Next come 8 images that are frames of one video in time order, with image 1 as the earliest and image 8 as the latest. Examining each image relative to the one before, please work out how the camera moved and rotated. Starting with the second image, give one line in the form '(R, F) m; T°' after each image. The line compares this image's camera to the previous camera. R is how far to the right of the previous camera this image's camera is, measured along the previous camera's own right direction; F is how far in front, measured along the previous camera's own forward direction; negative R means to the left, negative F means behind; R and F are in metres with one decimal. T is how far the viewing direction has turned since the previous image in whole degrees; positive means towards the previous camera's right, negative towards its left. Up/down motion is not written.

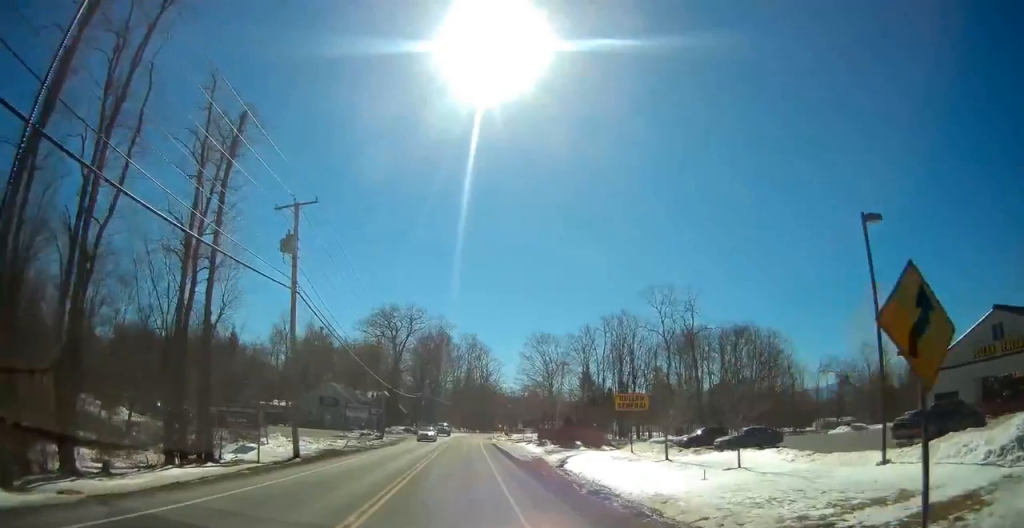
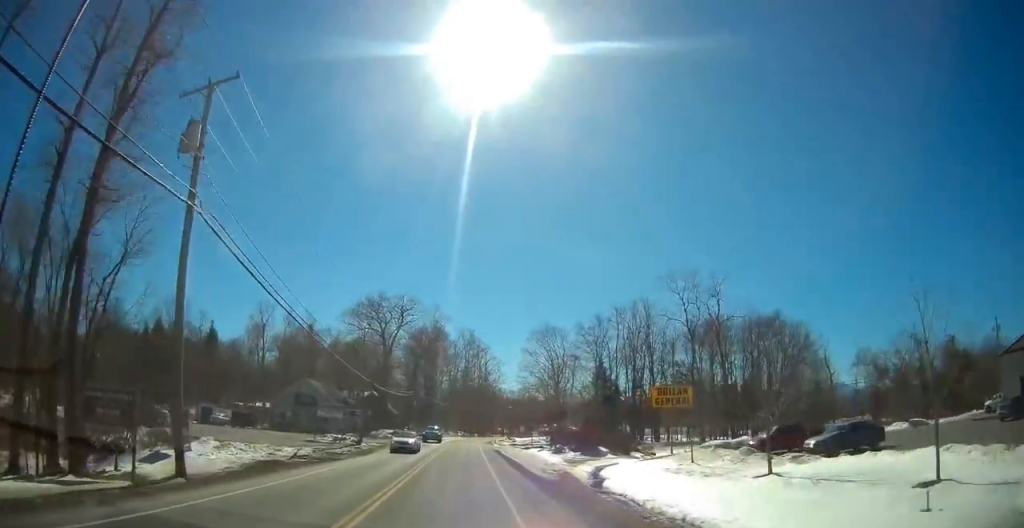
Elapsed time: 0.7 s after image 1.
(0.0, +11.0) m; 0°
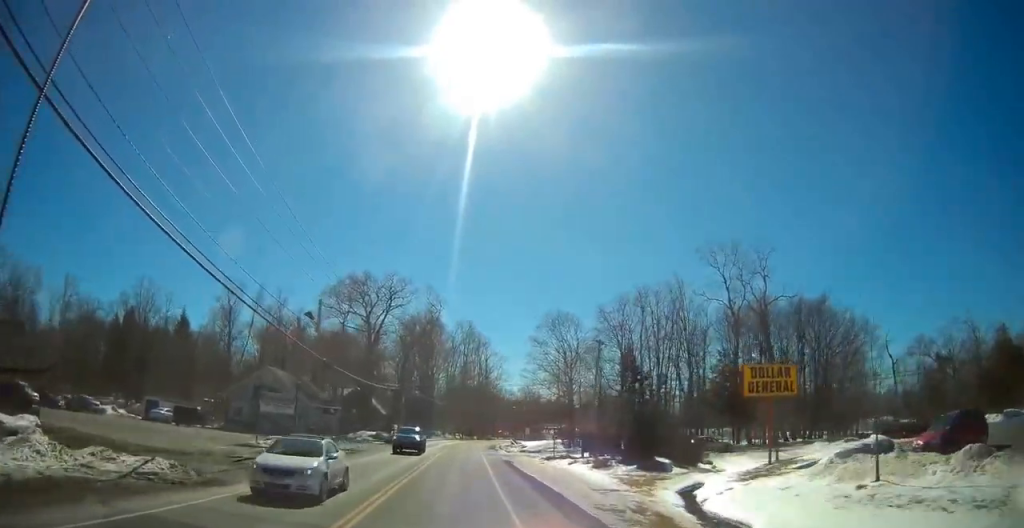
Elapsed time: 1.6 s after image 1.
(0.0, +13.9) m; 0°
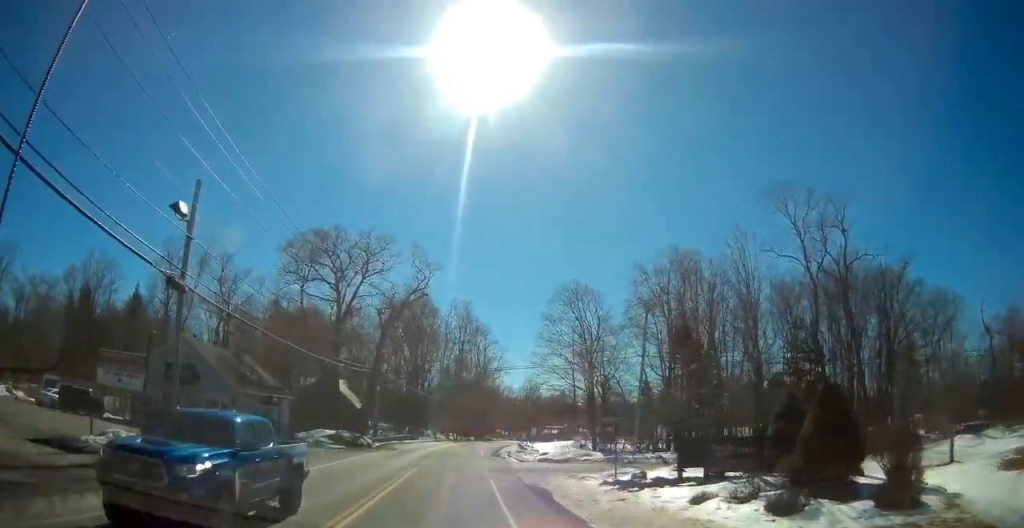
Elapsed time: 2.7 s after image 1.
(0.0, +17.3) m; 0°
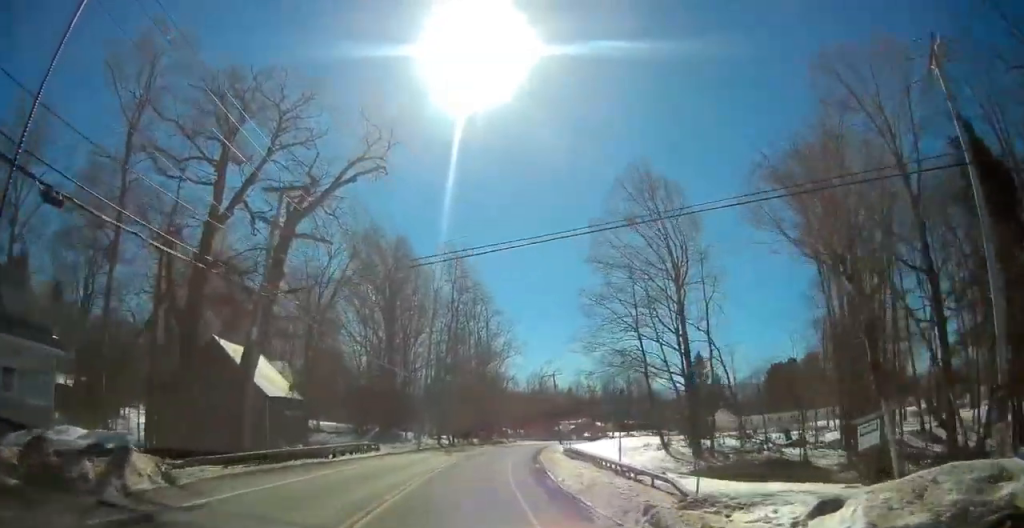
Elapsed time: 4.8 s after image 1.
(+0.3, +32.1) m; +2°
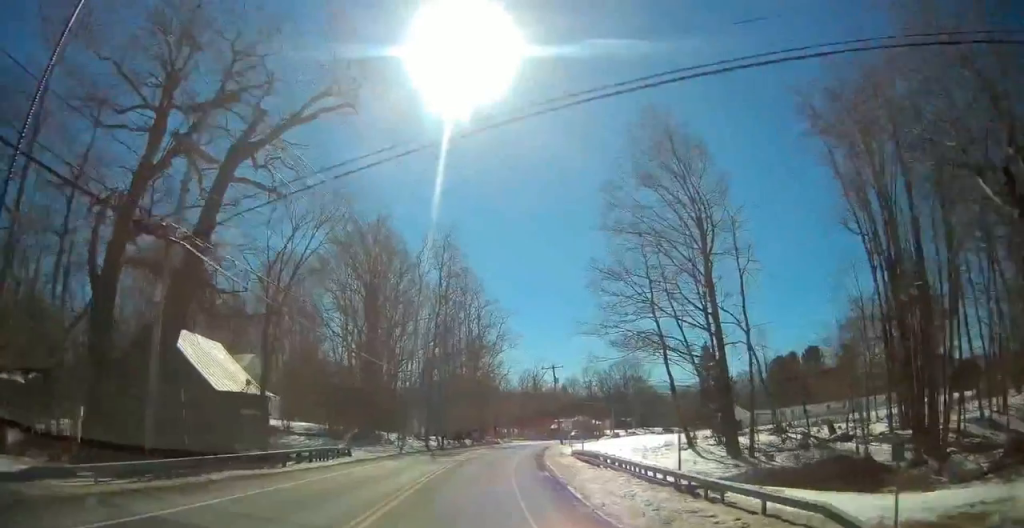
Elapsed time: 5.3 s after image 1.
(0.0, +7.1) m; 0°
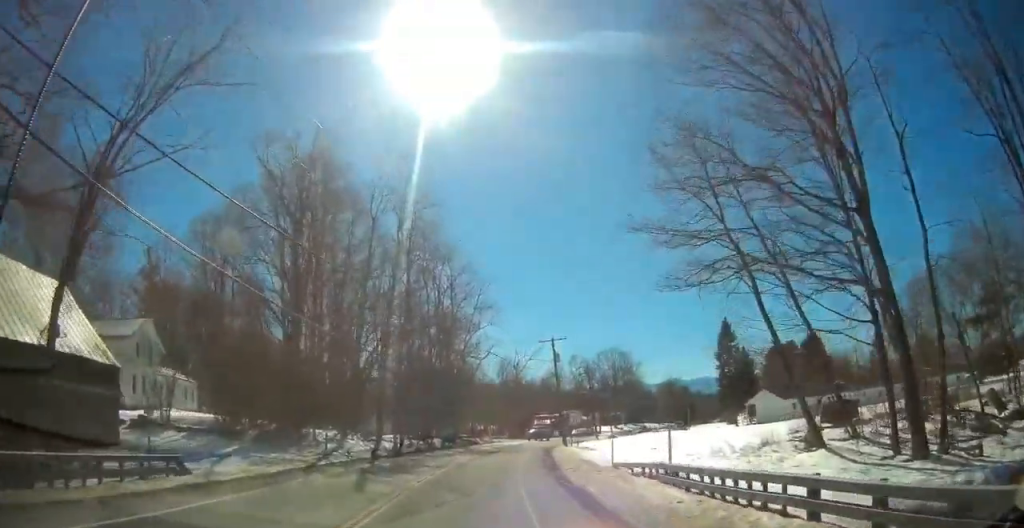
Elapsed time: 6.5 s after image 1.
(+0.2, +17.4) m; +2°
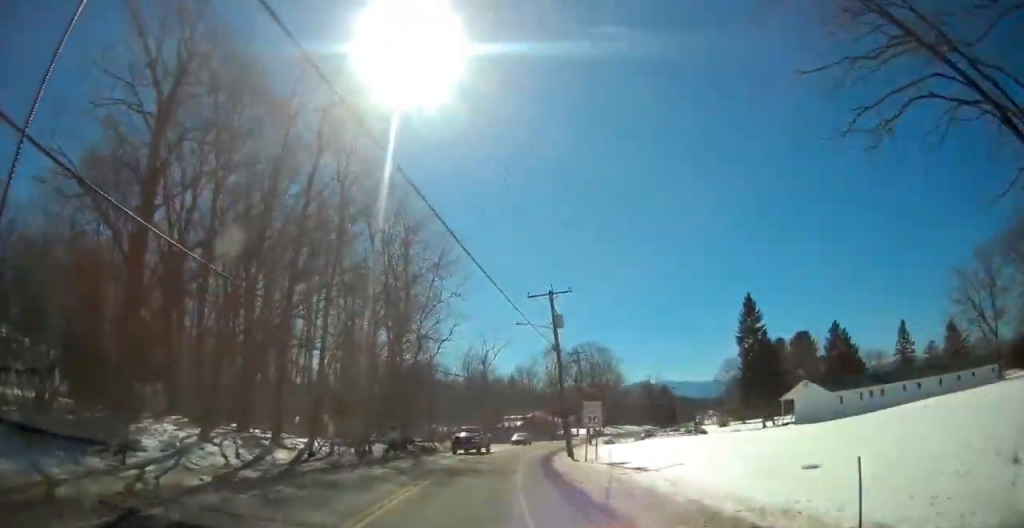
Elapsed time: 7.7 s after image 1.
(+0.5, +17.5) m; +4°
